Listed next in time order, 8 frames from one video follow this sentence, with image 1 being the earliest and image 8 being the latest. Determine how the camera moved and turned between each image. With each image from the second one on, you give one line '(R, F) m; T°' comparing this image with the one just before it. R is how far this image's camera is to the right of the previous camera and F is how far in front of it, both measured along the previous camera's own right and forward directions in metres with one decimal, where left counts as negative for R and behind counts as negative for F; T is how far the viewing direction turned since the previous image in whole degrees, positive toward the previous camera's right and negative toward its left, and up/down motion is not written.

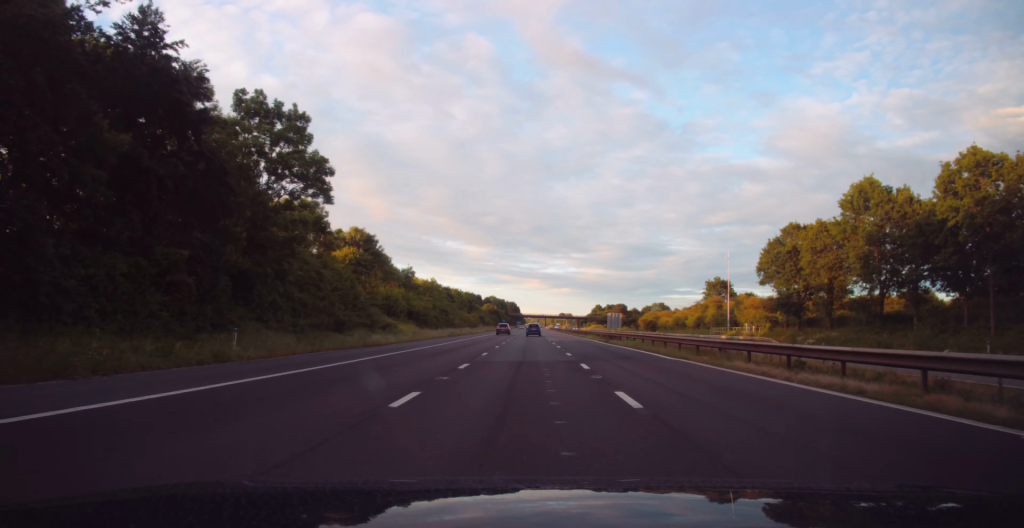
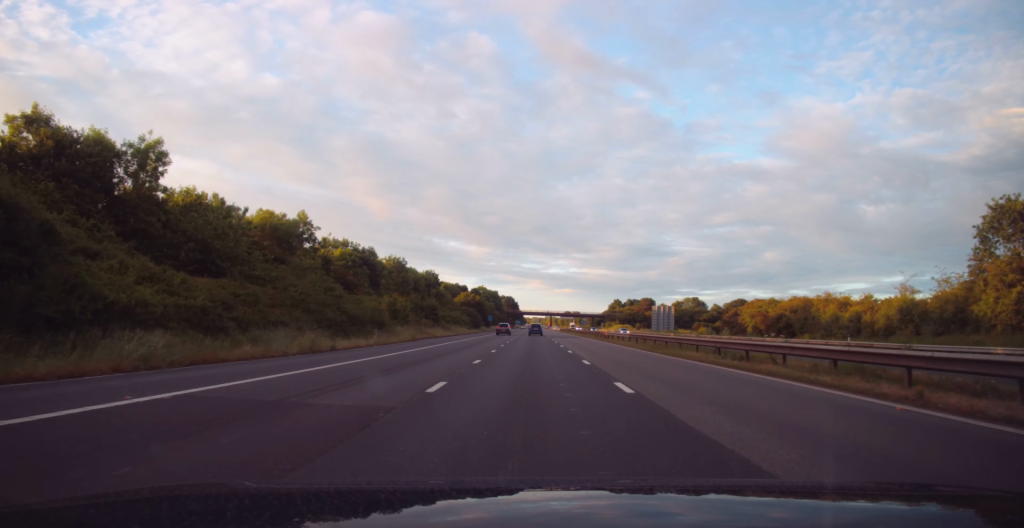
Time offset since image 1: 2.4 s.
(+0.2, +78.8) m; 0°
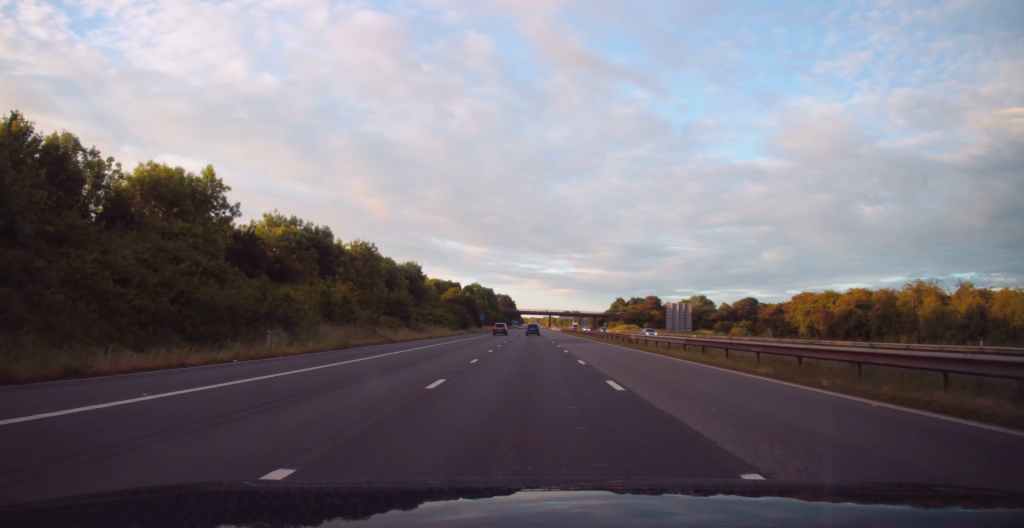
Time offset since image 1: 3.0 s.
(0.0, +17.3) m; 0°
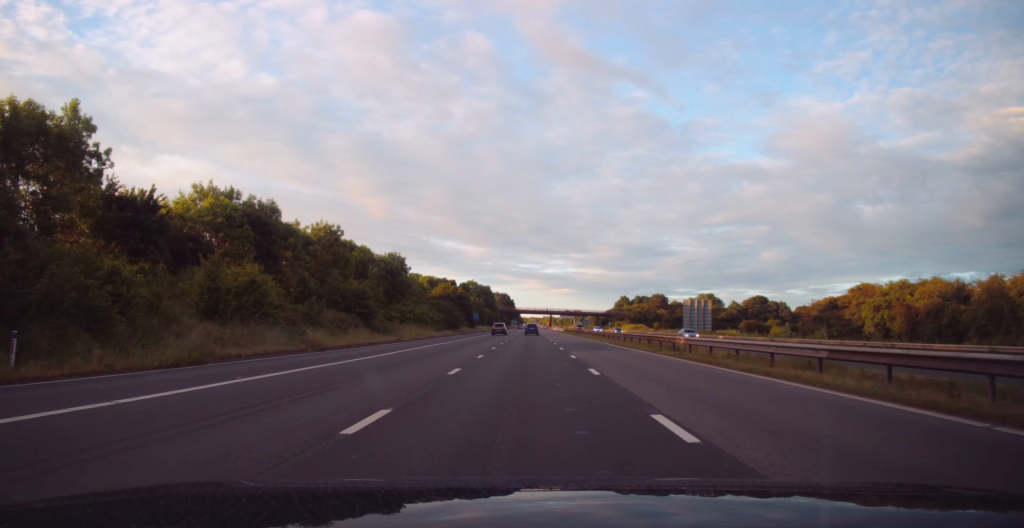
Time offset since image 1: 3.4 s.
(-0.1, +14.0) m; 0°
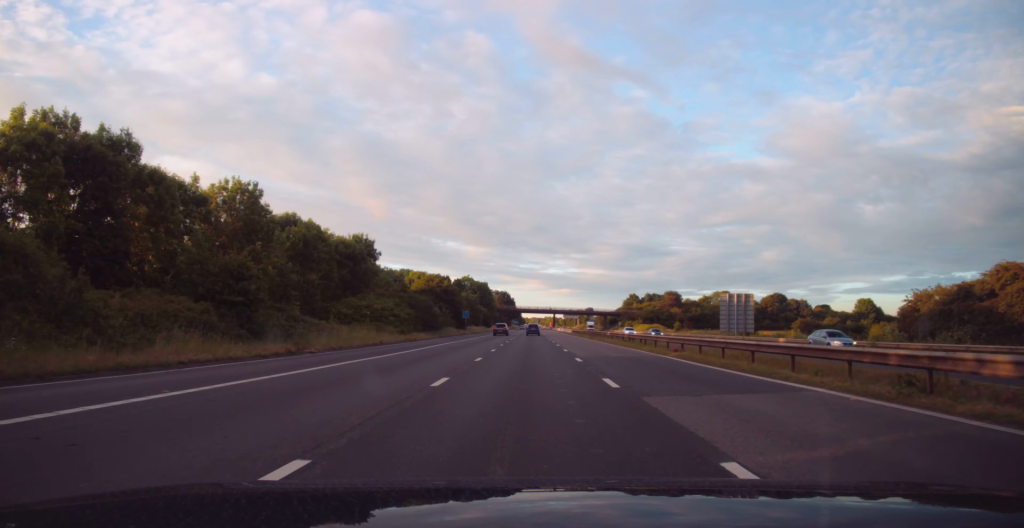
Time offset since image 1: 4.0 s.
(+0.2, +20.5) m; 0°
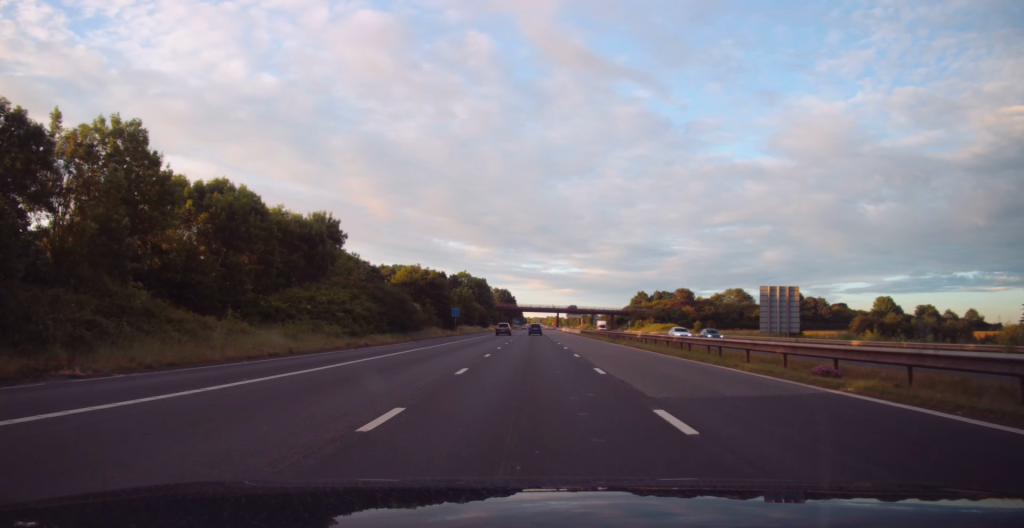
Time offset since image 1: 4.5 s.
(+0.1, +15.1) m; 0°
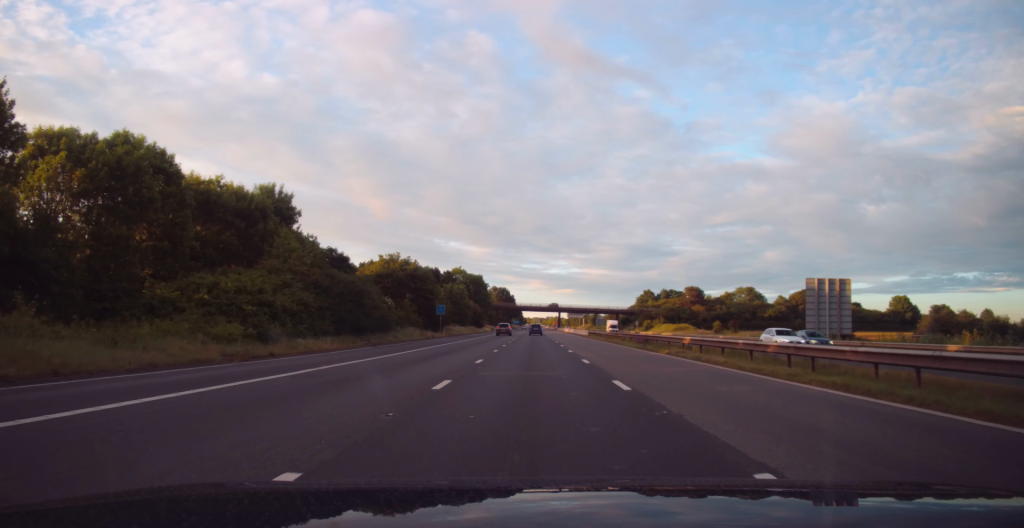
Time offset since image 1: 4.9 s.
(-0.1, +12.9) m; 0°
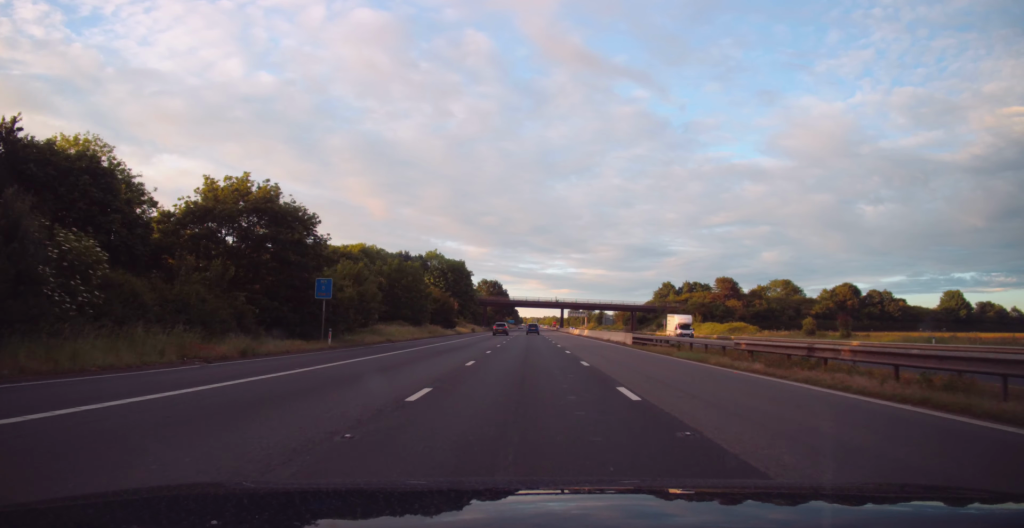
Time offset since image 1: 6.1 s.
(-0.2, +37.8) m; 0°
